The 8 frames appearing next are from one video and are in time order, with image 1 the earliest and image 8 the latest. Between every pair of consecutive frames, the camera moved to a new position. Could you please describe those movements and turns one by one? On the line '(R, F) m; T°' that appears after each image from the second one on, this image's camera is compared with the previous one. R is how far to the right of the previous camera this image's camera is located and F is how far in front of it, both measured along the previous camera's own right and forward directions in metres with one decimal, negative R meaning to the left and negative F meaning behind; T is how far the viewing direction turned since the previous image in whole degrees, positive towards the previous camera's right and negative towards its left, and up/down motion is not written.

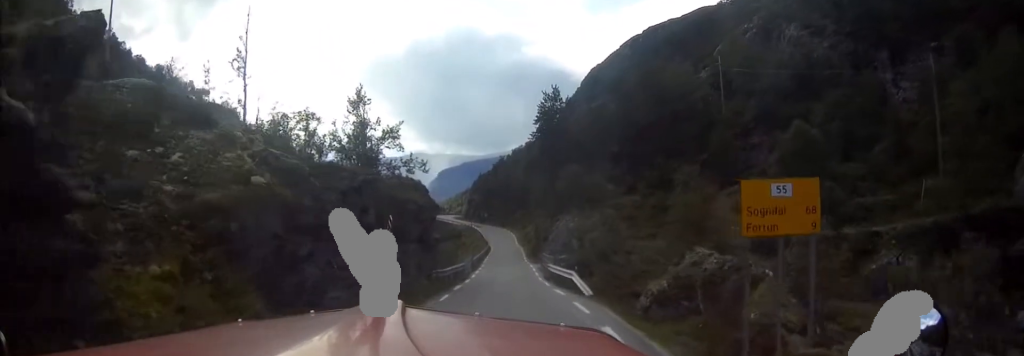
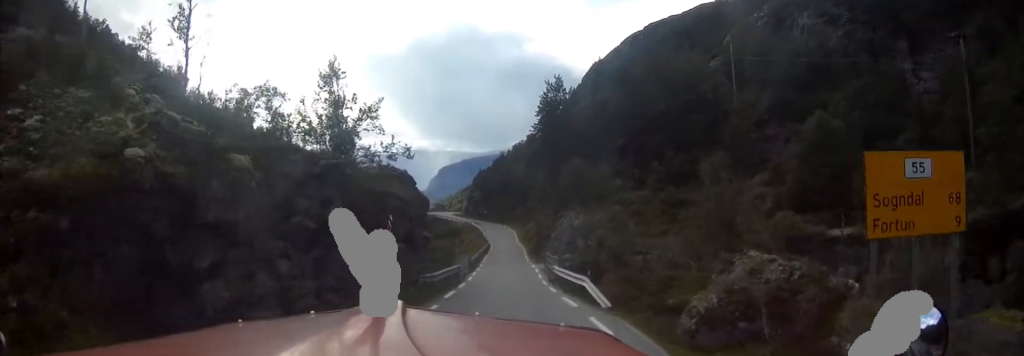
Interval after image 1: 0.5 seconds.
(+0.1, +4.4) m; -1°
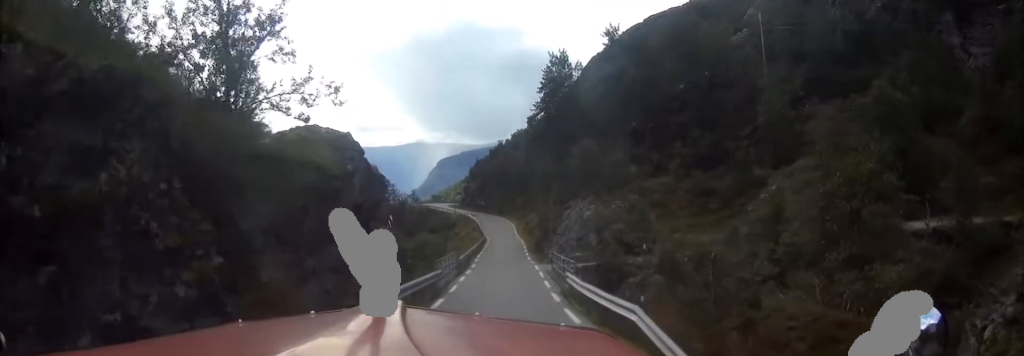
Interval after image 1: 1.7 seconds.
(-0.3, +9.9) m; -1°
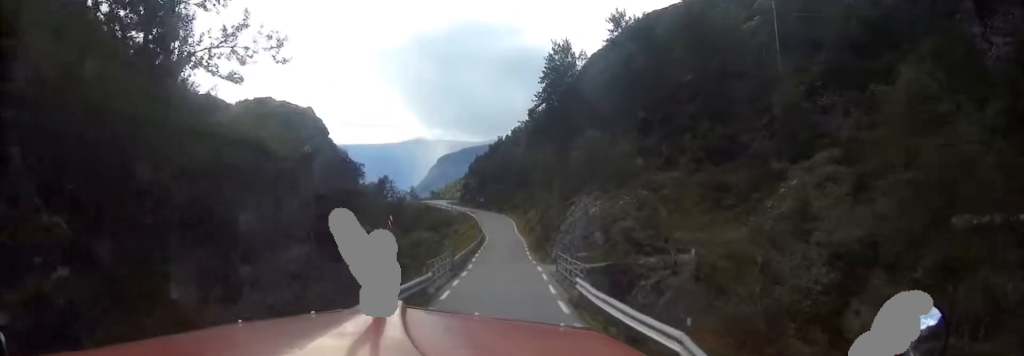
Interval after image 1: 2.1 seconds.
(0.0, +3.8) m; 0°
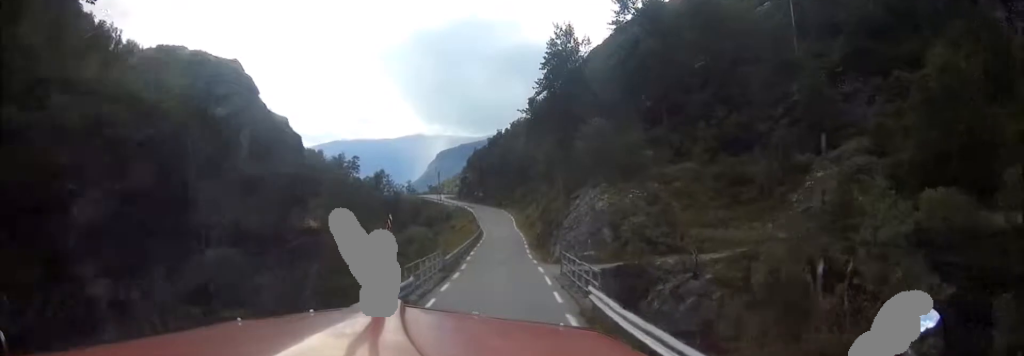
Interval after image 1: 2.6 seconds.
(0.0, +4.4) m; +1°
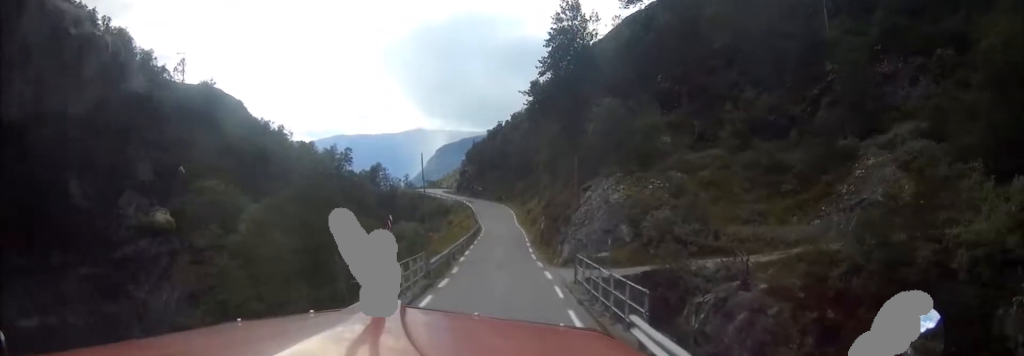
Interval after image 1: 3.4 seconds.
(+0.1, +6.6) m; -1°
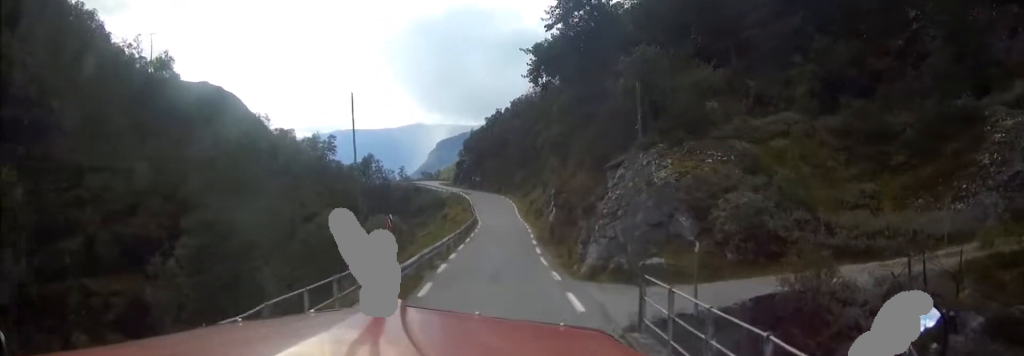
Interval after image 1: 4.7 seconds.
(-0.6, +12.2) m; -3°
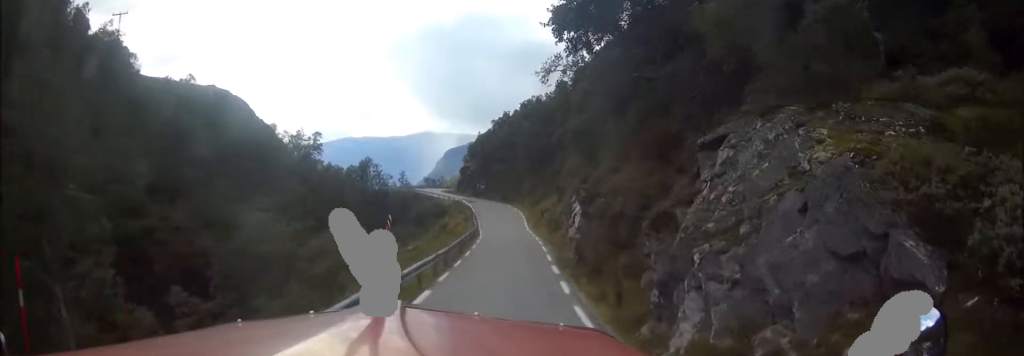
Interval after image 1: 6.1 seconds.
(+0.2, +13.5) m; +1°
